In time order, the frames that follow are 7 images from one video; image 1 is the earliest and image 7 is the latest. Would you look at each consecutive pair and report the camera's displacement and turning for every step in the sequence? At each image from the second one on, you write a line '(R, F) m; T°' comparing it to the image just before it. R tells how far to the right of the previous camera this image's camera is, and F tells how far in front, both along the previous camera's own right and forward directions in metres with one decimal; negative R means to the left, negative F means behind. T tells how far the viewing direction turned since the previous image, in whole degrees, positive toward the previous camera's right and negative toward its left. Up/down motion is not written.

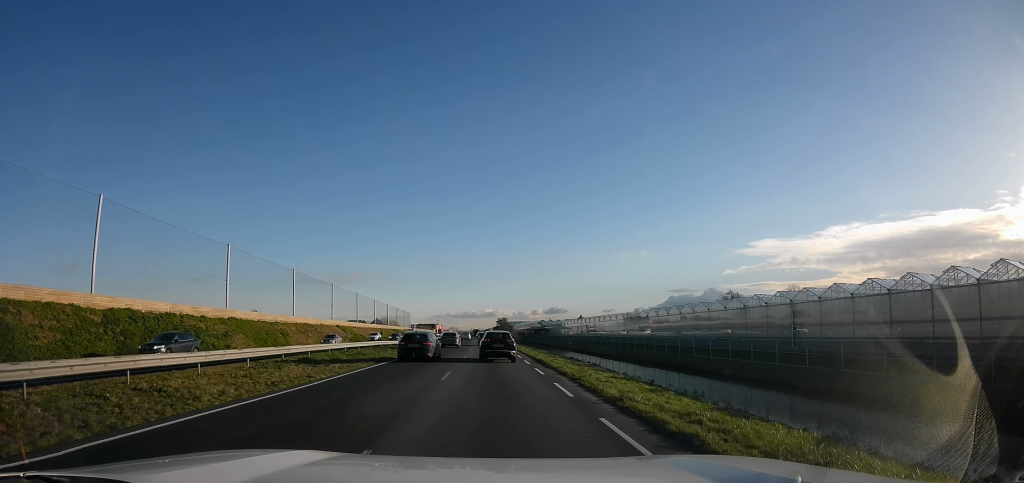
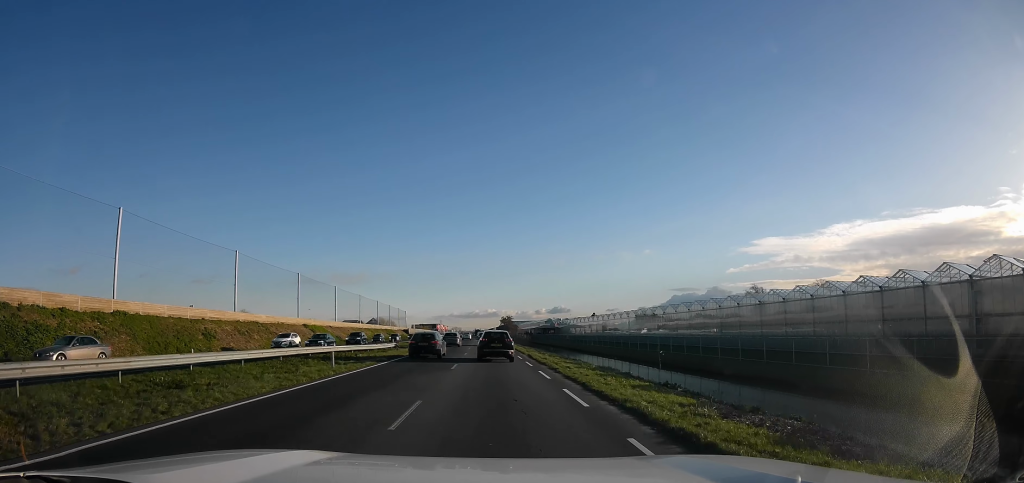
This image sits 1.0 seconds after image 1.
(+0.1, +19.4) m; -1°
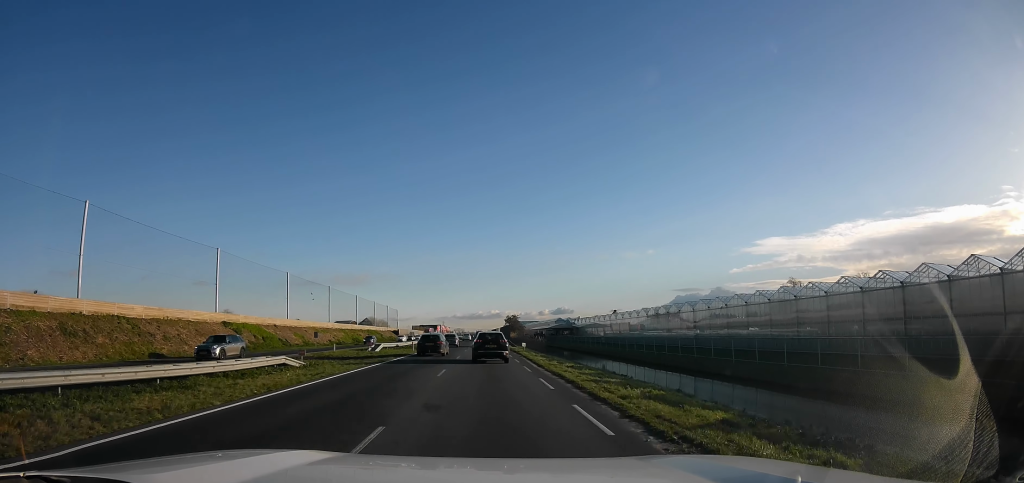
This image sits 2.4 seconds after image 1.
(-0.5, +26.4) m; -1°
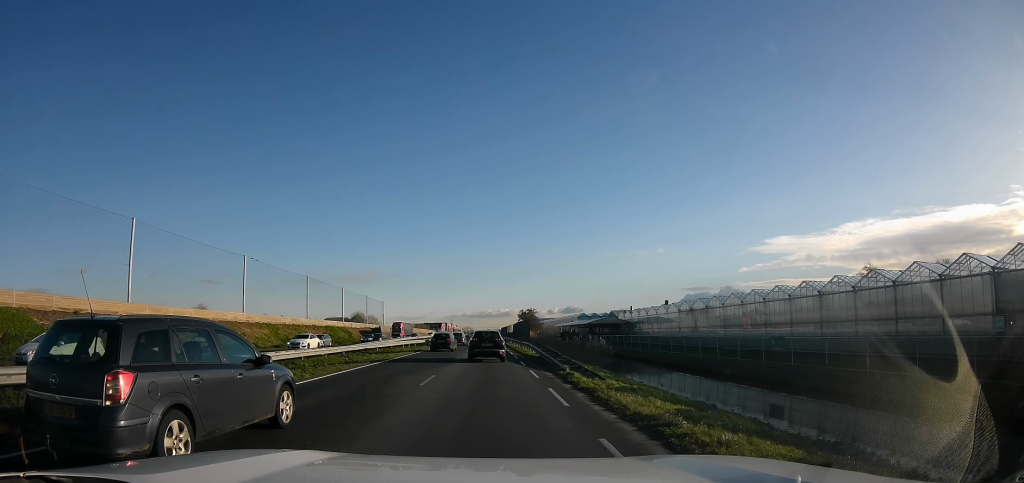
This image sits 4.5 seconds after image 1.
(-0.1, +39.1) m; 0°
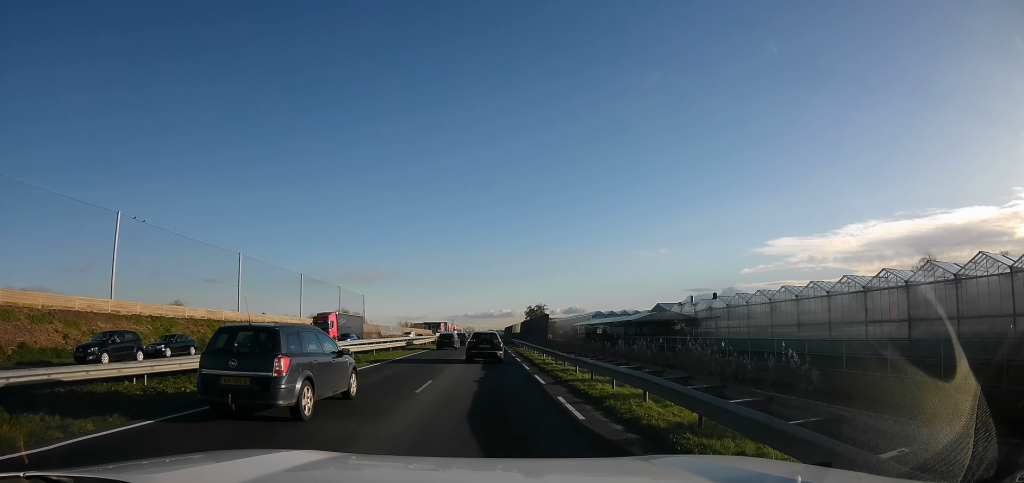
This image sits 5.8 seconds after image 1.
(-0.1, +25.2) m; -1°
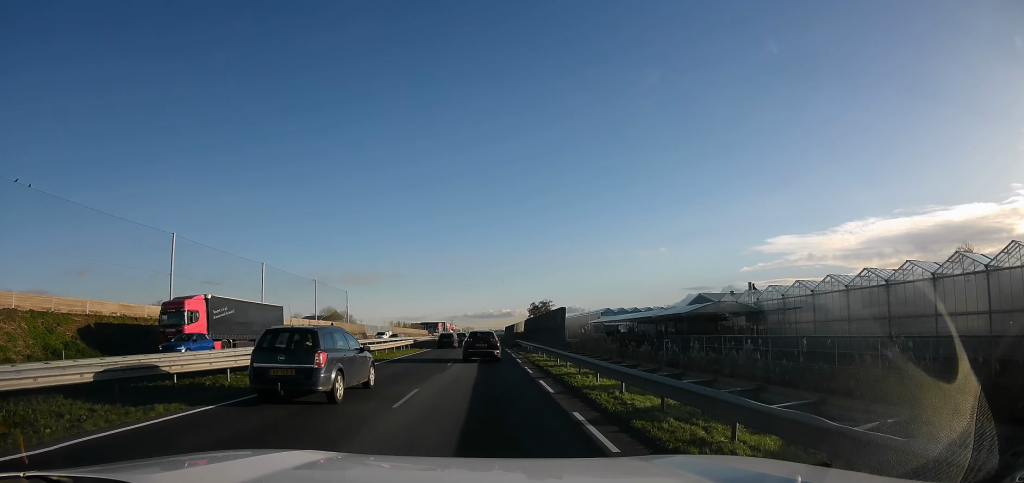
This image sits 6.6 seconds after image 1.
(-0.1, +14.6) m; 0°
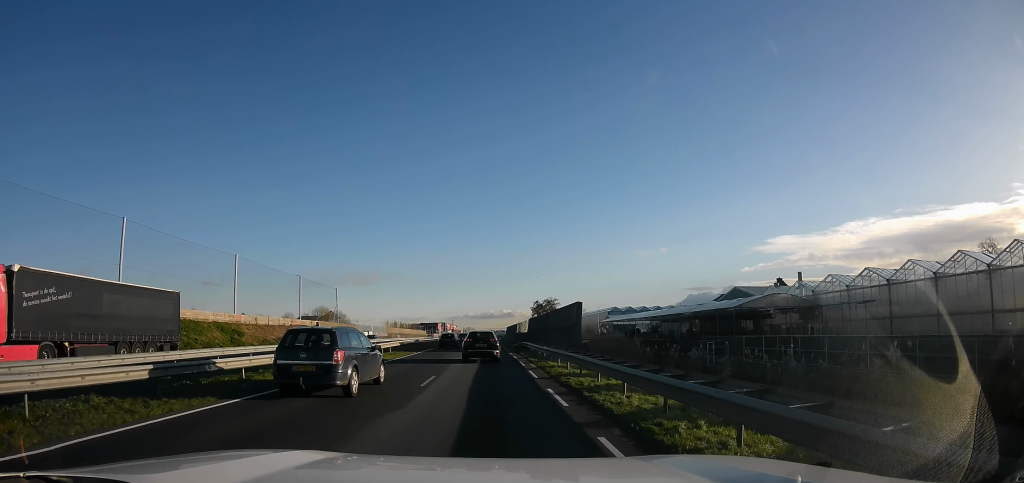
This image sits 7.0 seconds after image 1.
(0.0, +8.2) m; +1°
